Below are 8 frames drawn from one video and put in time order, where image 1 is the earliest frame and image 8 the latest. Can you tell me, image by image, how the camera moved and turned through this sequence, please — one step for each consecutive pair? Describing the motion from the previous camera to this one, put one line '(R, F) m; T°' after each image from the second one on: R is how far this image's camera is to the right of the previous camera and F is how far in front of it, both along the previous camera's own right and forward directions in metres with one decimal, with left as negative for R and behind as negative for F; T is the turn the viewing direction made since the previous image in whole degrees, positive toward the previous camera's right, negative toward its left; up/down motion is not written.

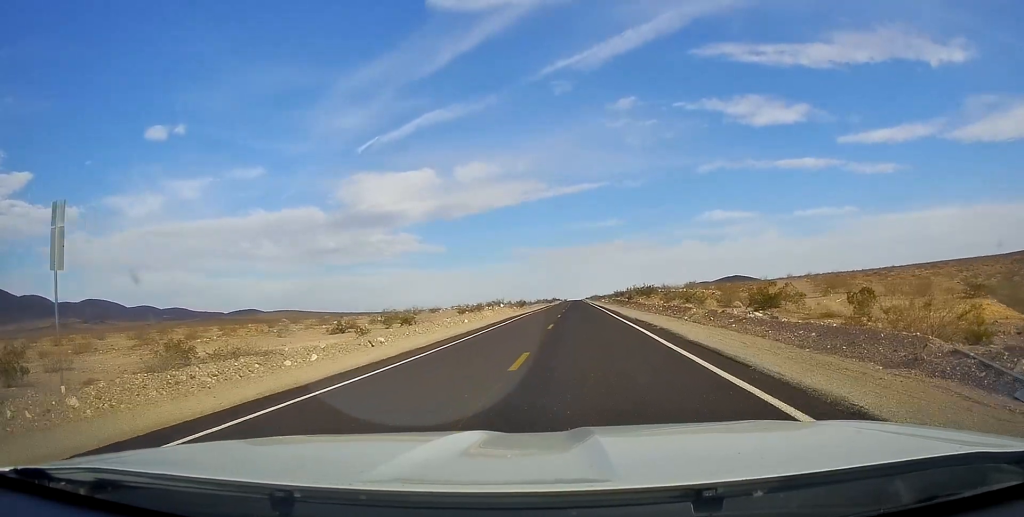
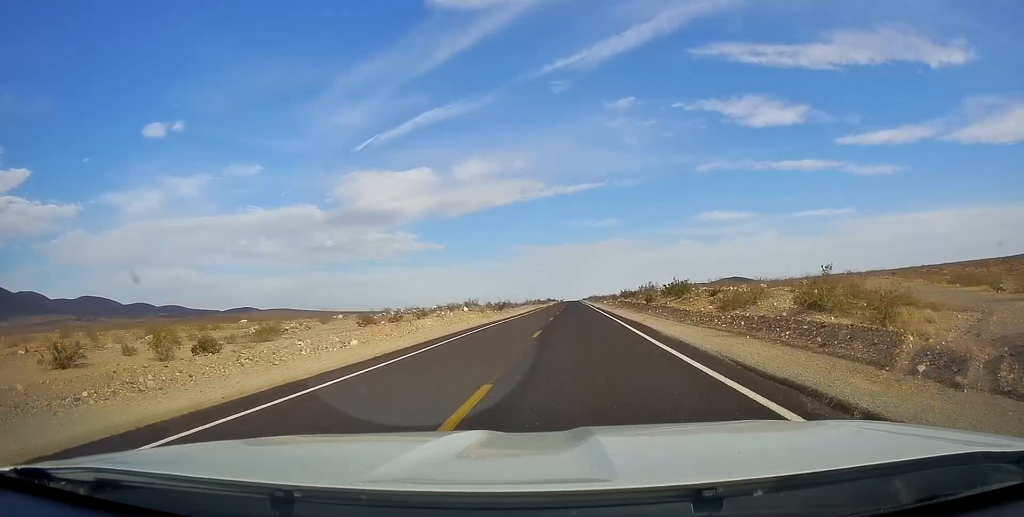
(0.0, +21.5) m; 0°
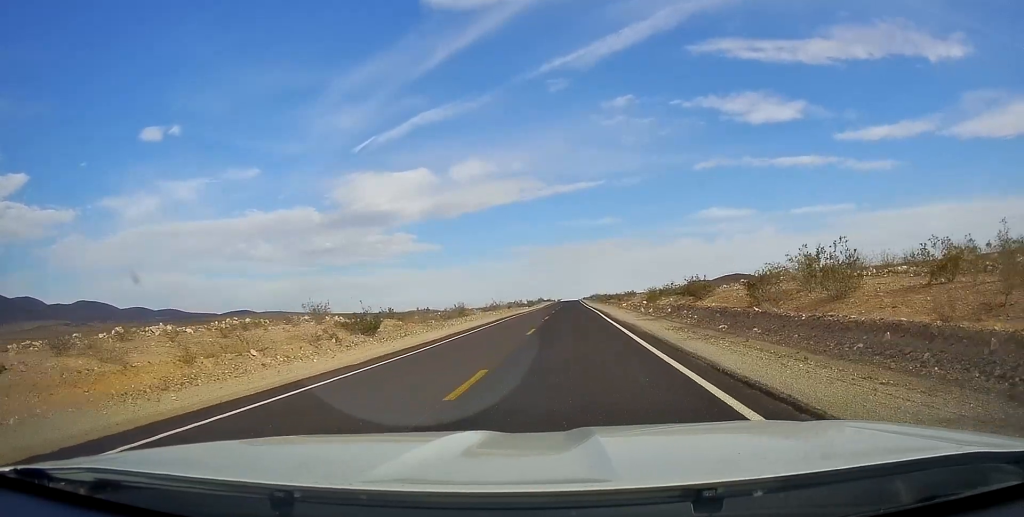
(-0.2, +44.6) m; -1°
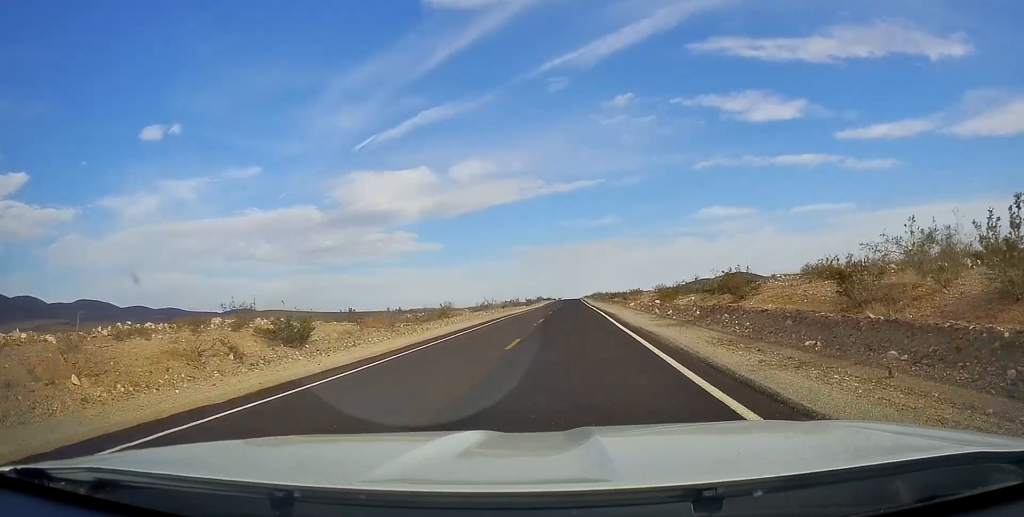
(-0.2, +7.5) m; 0°
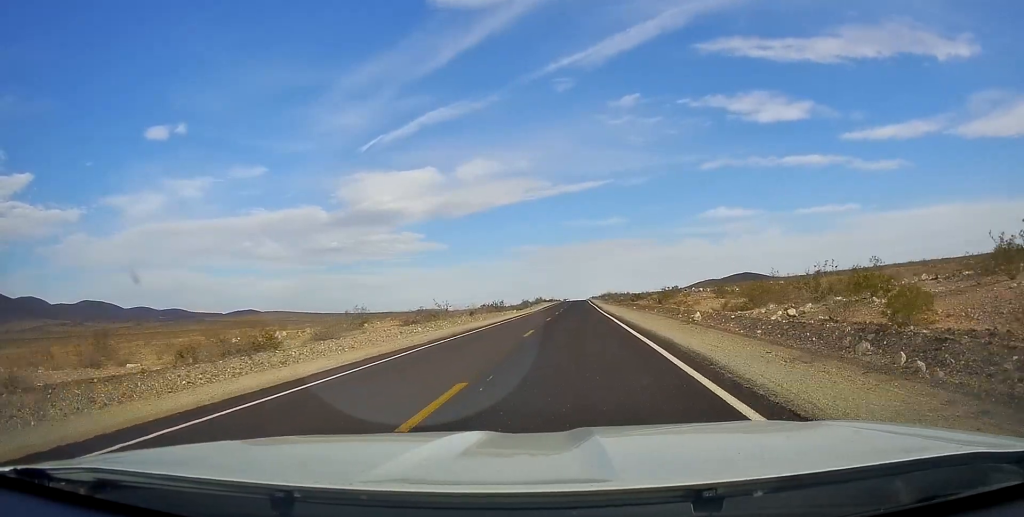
(+0.5, +26.0) m; +1°
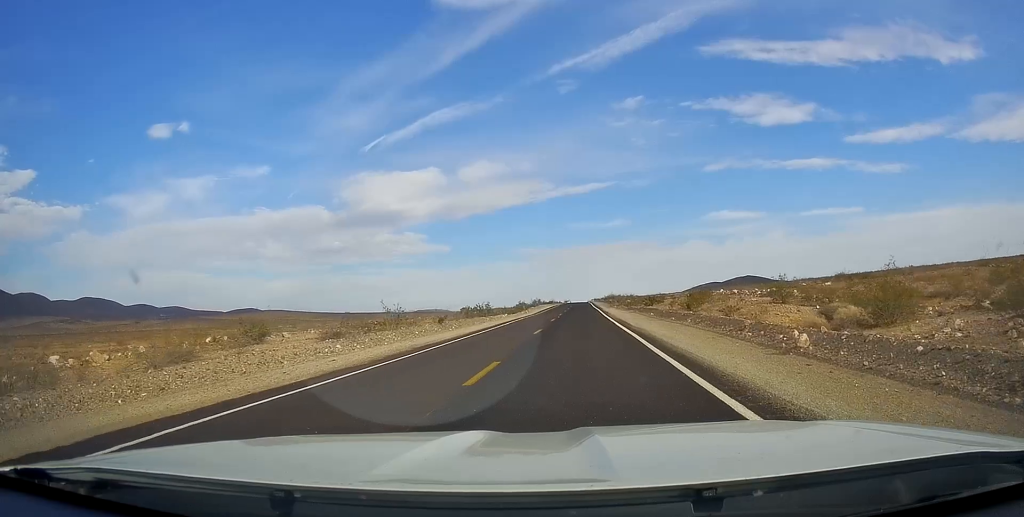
(0.0, +11.5) m; 0°
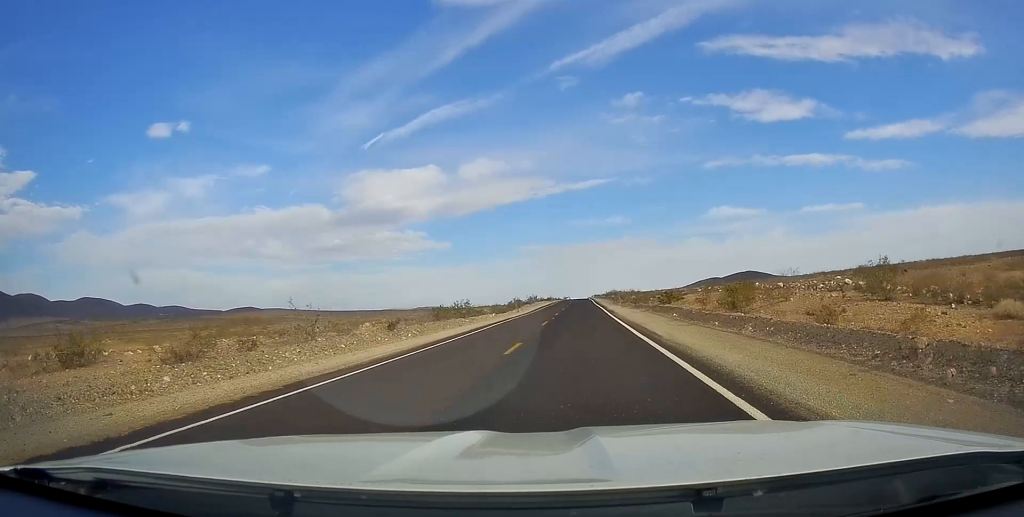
(0.0, +10.1) m; 0°
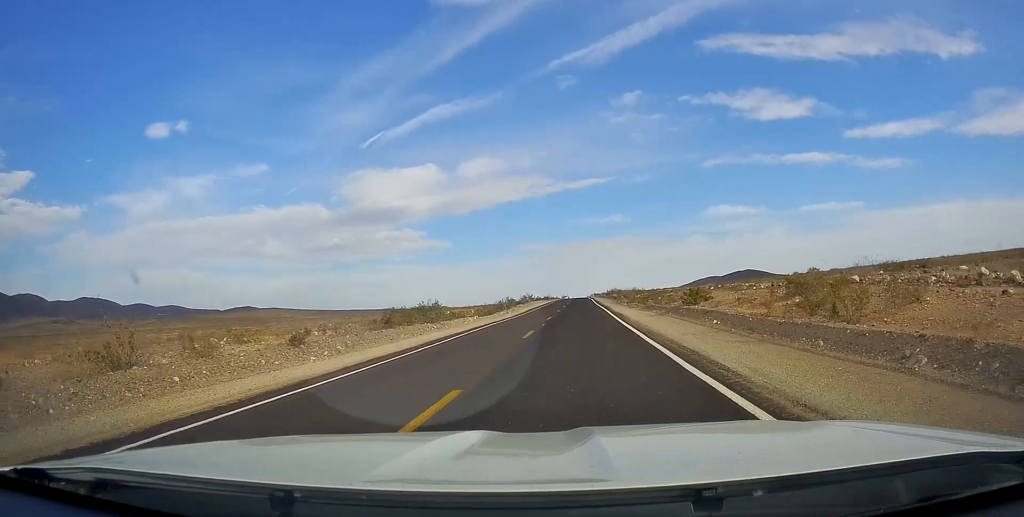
(0.0, +9.8) m; 0°
